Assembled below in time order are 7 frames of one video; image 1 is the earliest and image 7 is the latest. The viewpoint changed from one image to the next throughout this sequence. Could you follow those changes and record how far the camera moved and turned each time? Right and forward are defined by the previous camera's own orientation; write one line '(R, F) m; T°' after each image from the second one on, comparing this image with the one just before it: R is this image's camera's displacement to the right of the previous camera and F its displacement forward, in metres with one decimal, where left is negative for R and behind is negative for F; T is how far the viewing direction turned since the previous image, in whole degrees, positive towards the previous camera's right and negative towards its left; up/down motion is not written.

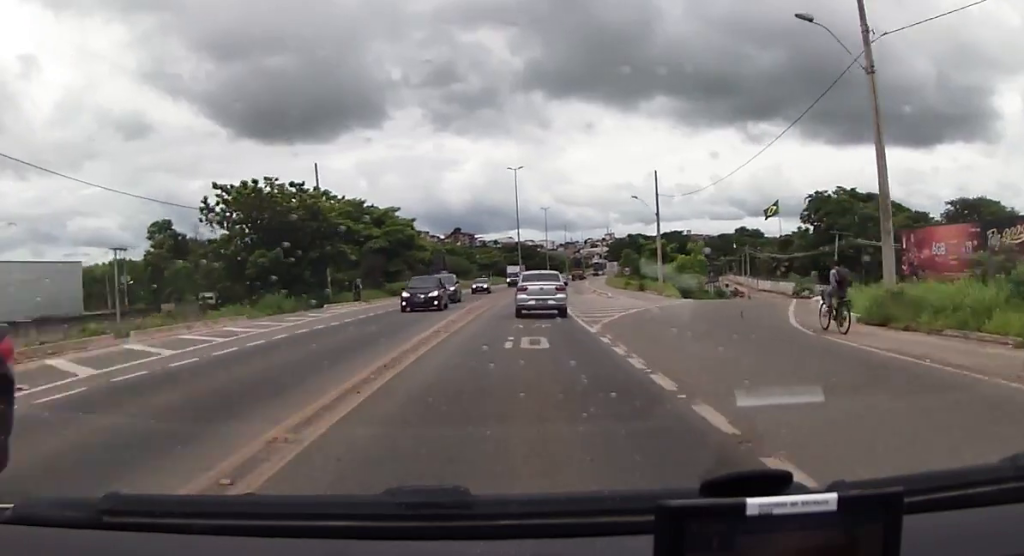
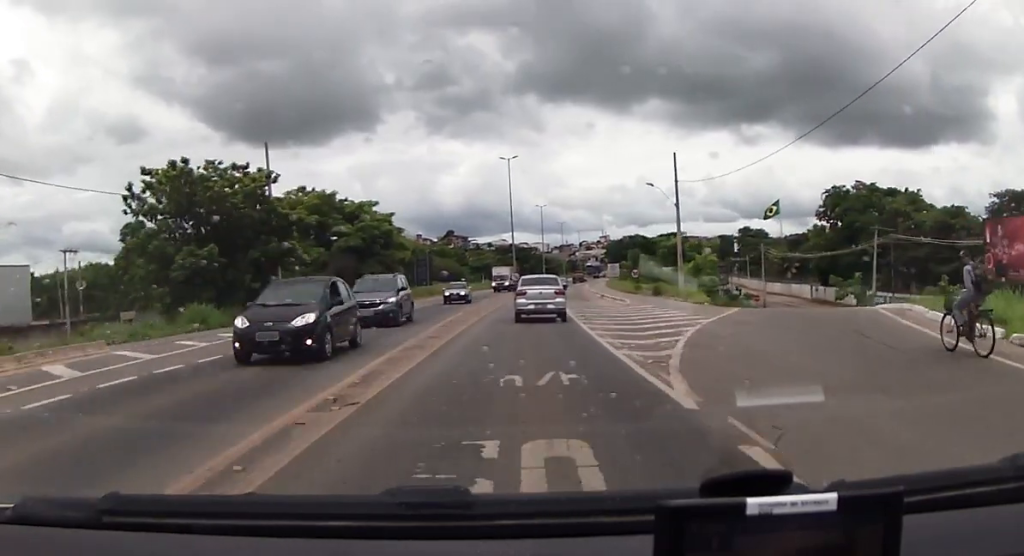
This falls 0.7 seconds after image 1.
(+0.1, +9.4) m; +1°
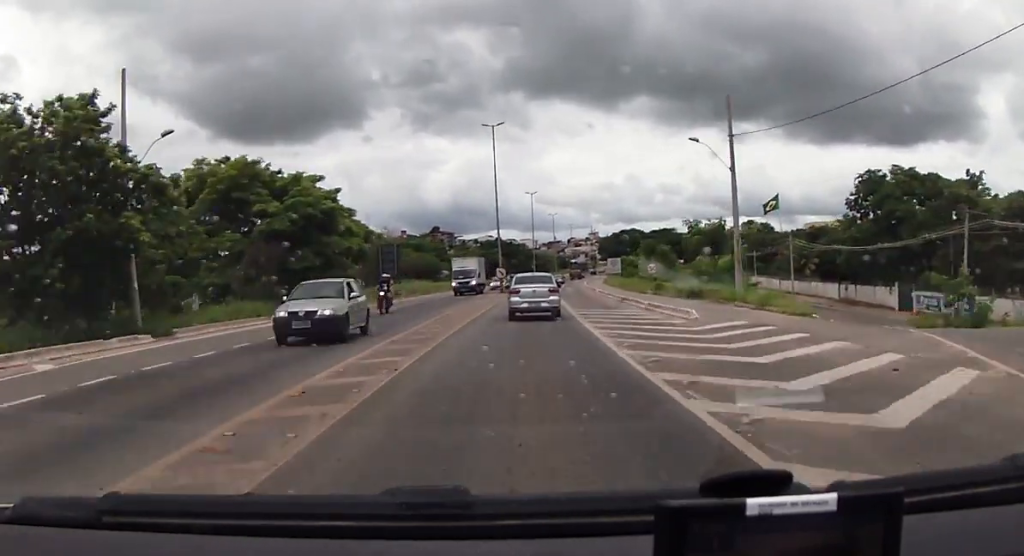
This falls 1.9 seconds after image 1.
(0.0, +15.5) m; 0°
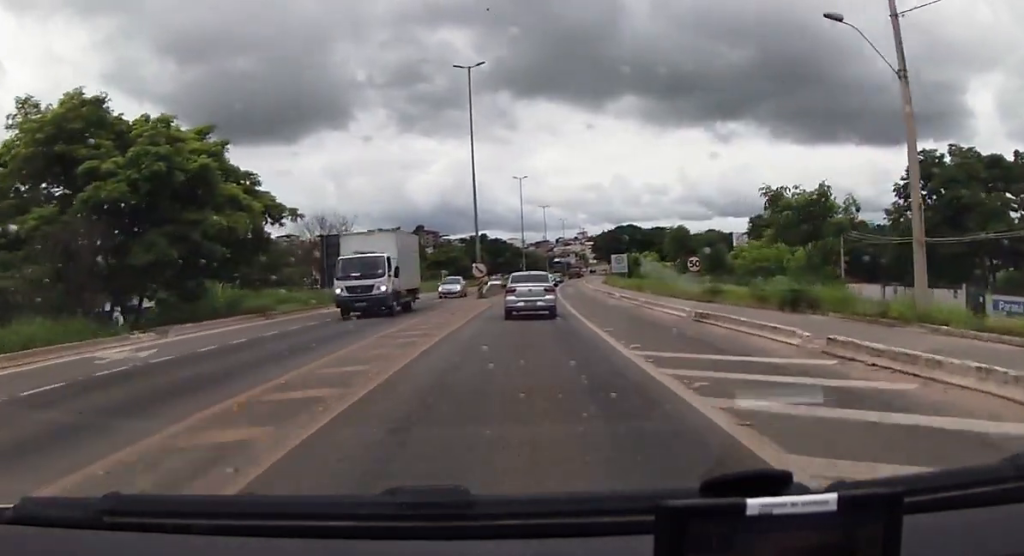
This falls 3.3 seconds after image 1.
(+0.1, +17.3) m; 0°
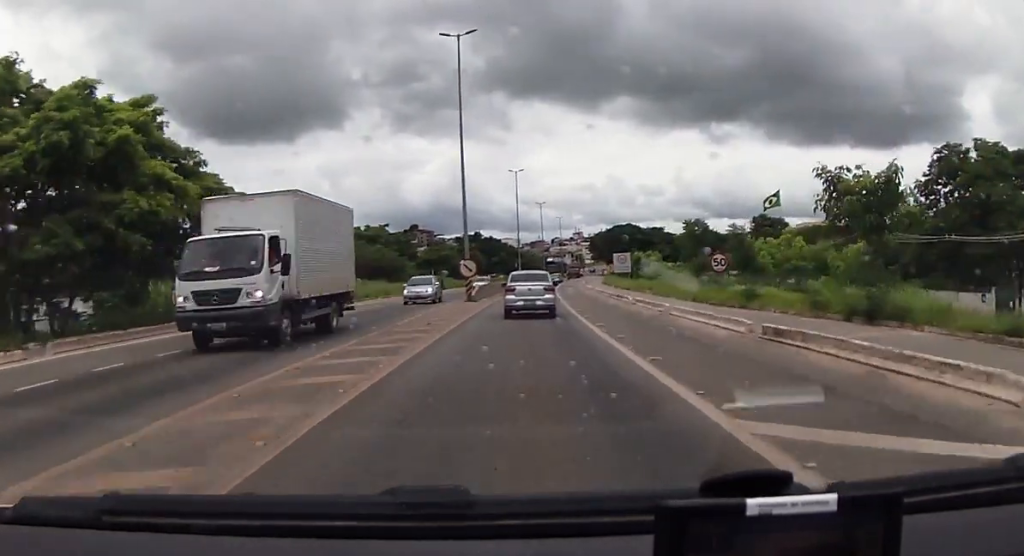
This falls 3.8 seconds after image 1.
(0.0, +6.0) m; 0°
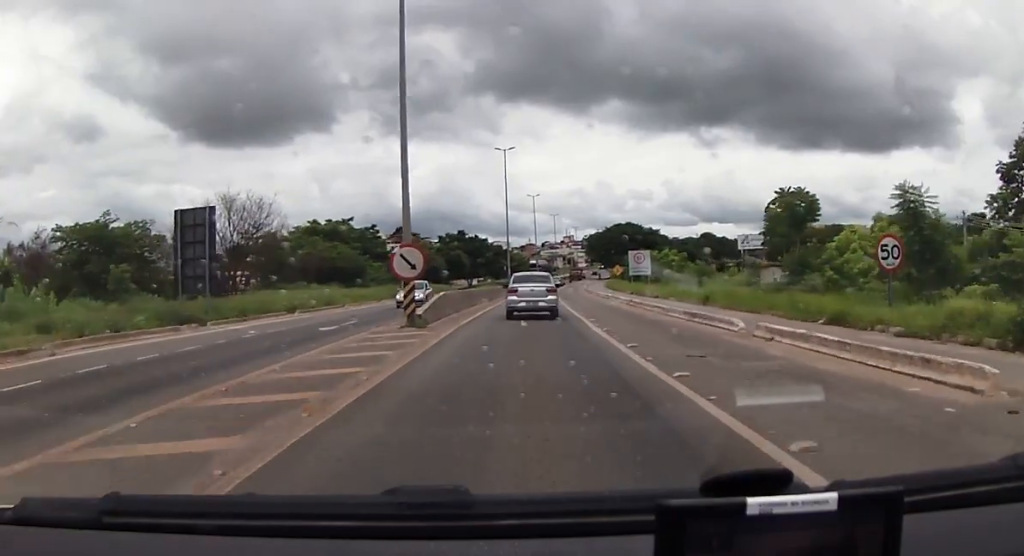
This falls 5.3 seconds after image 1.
(+0.1, +17.6) m; +3°
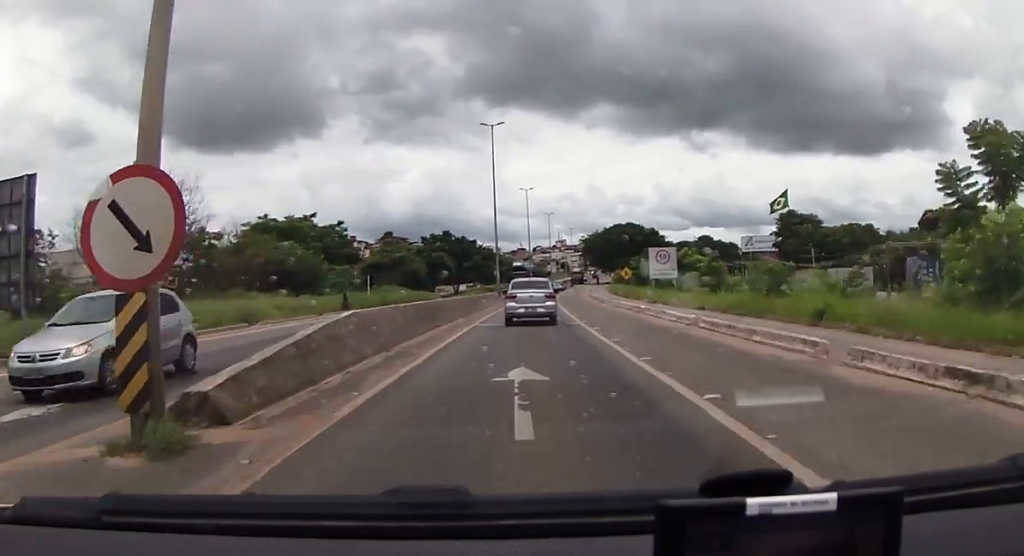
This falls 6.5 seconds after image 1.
(+0.5, +13.5) m; 0°
